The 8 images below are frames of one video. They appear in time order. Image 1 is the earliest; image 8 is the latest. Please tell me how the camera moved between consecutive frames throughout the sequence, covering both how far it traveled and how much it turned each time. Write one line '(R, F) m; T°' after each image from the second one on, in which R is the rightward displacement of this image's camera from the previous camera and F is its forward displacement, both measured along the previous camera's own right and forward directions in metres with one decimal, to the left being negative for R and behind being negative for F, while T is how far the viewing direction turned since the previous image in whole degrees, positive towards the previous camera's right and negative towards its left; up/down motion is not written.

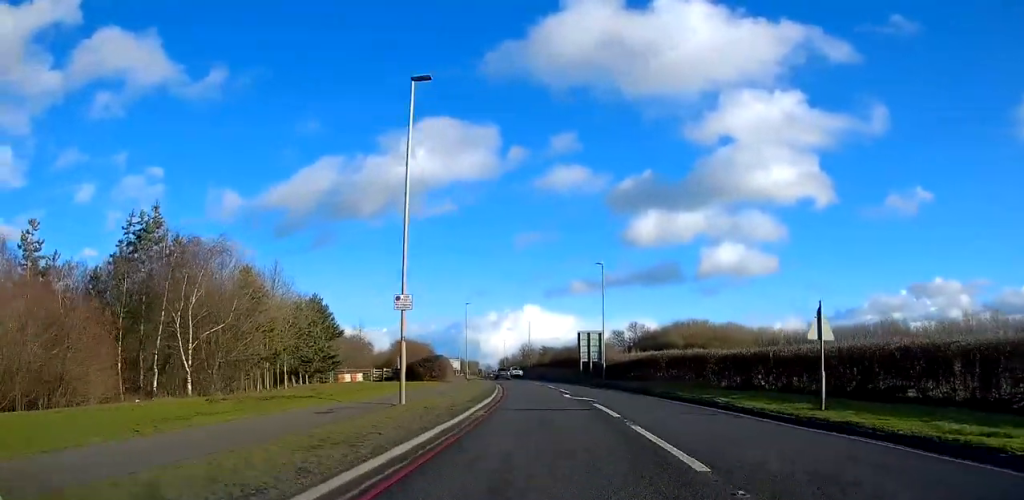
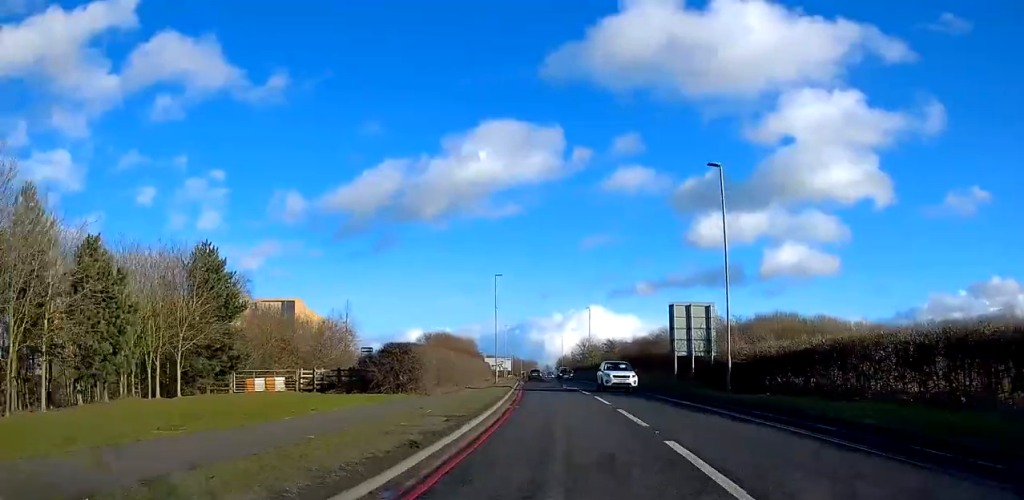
(-1.9, +29.2) m; -4°
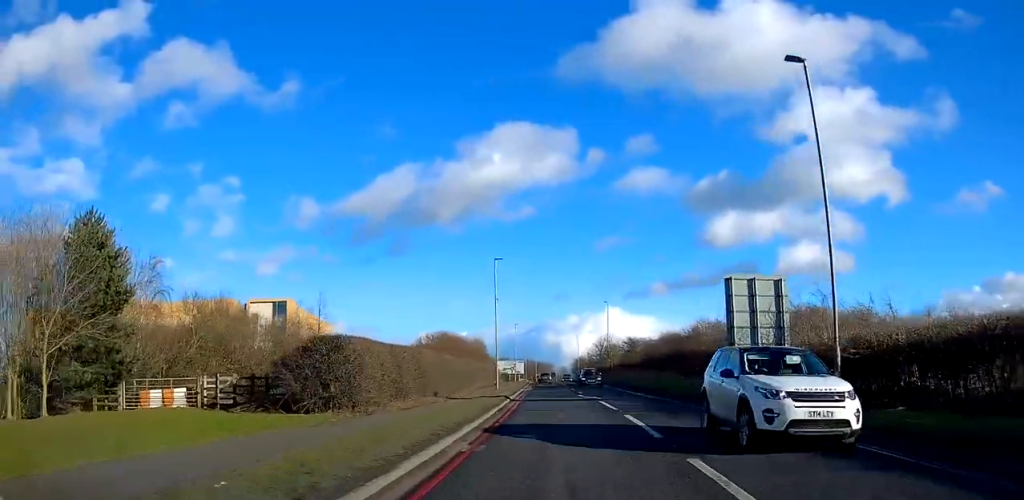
(+0.2, +11.2) m; -1°
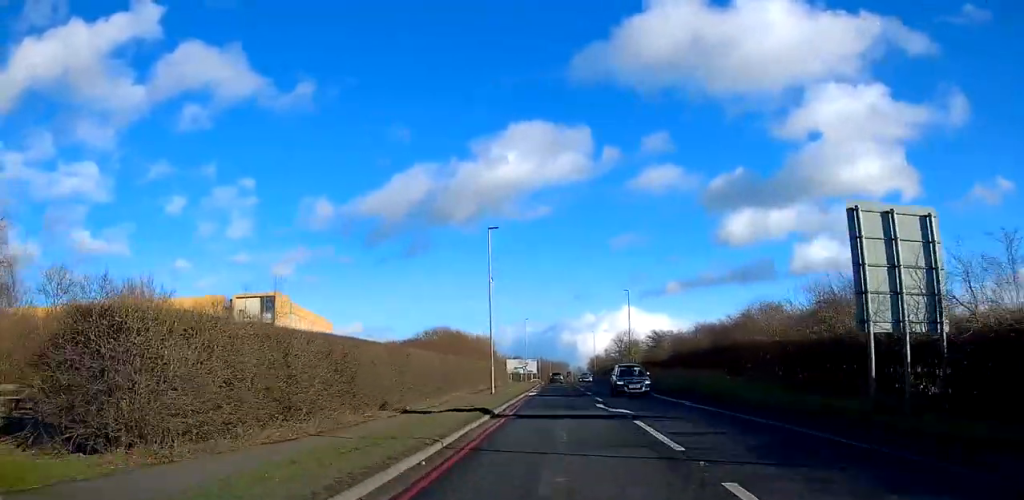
(-0.1, +11.3) m; -2°
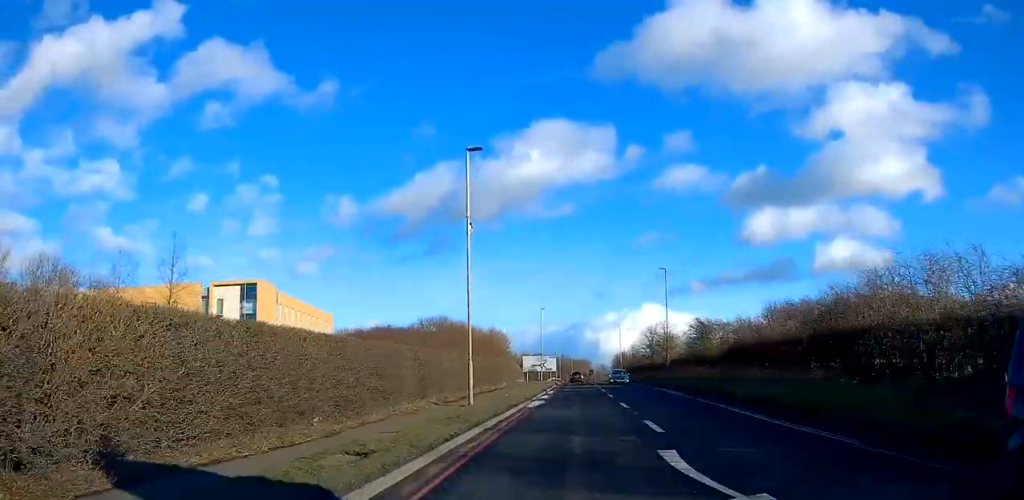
(-0.7, +14.7) m; -4°
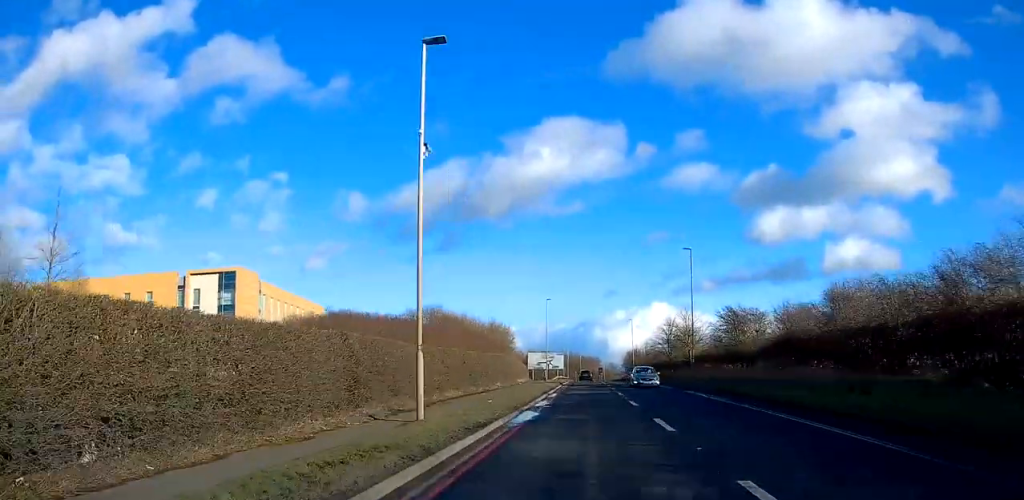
(-0.2, +9.1) m; -1°
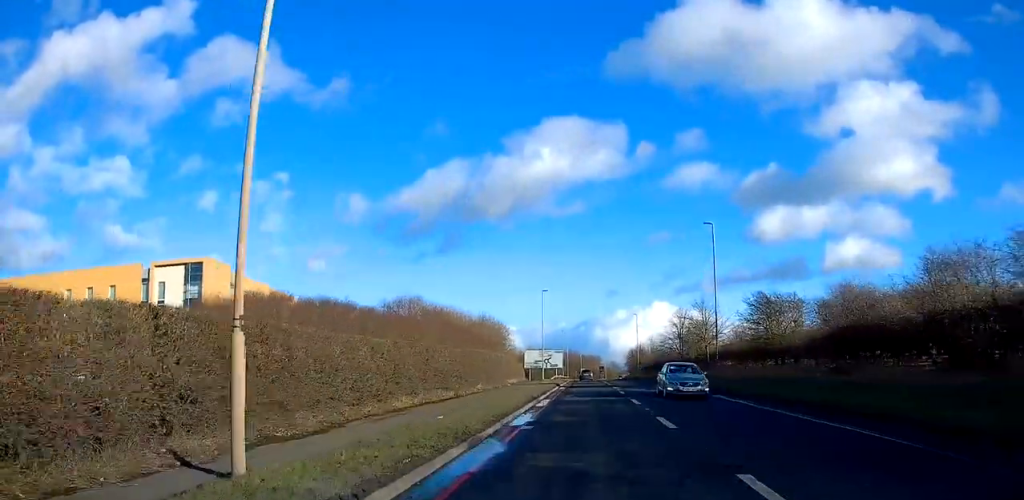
(0.0, +8.9) m; 0°
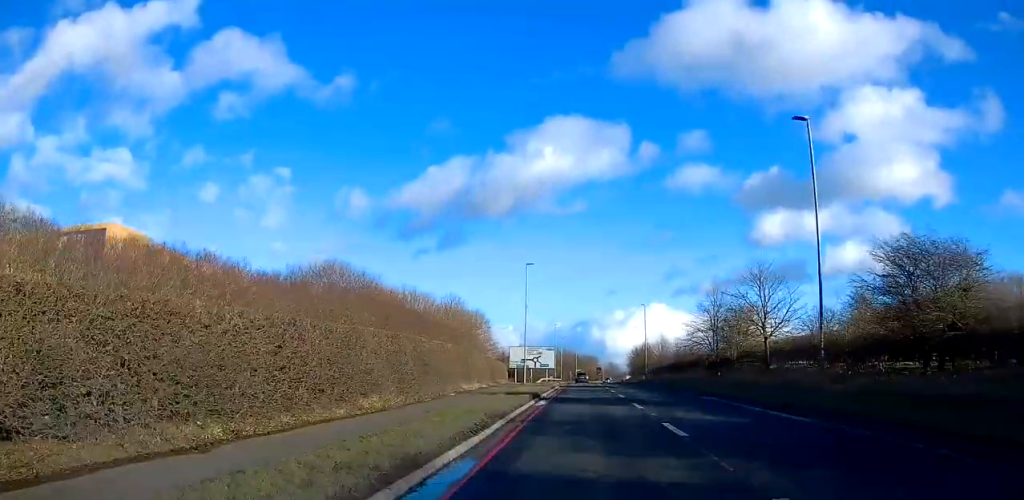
(+0.1, +19.3) m; 0°
